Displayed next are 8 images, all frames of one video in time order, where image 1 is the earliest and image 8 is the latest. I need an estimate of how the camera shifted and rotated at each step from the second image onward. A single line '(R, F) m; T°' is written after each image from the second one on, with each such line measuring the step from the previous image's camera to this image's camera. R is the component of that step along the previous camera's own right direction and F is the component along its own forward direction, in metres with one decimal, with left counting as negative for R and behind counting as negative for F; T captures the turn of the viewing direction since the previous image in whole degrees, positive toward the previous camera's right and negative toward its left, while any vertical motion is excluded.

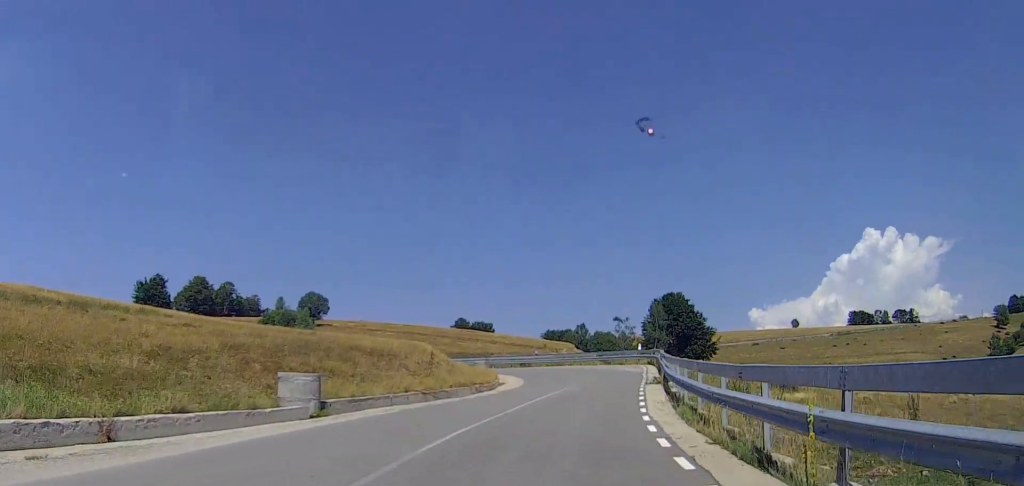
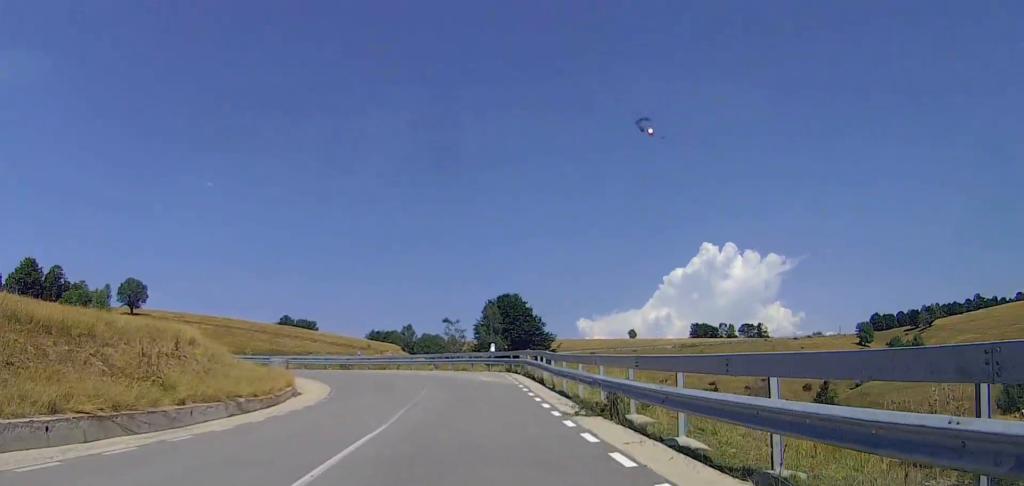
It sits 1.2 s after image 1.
(+2.2, +15.5) m; +11°
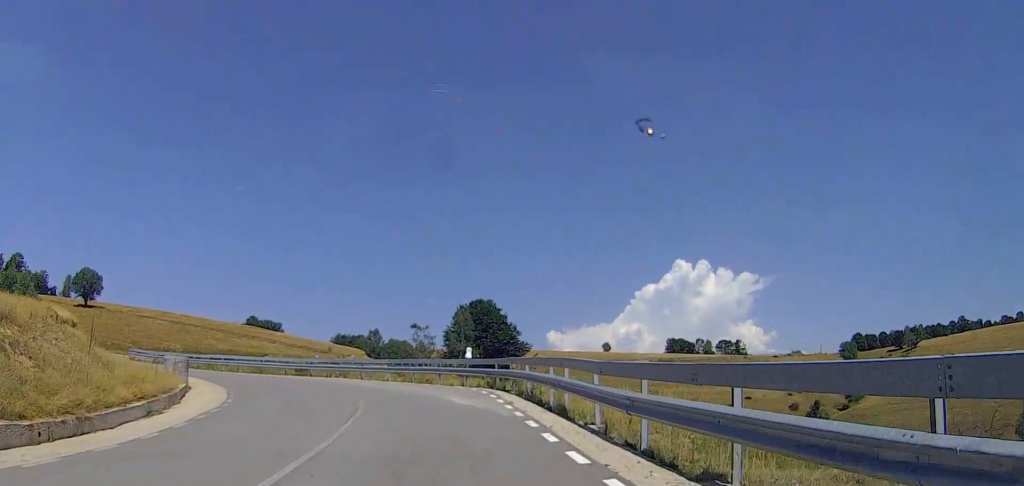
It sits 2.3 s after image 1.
(+0.7, +12.6) m; +3°
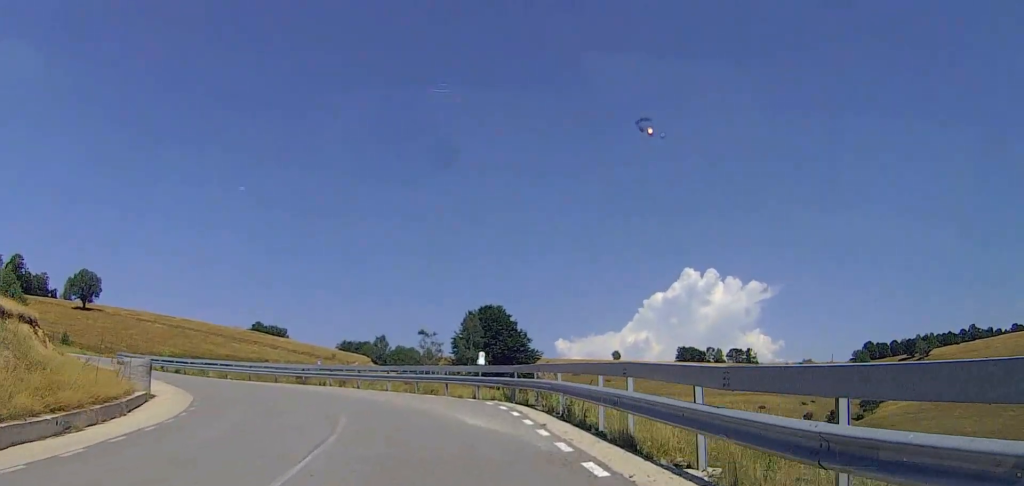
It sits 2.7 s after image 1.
(+0.5, +5.5) m; -1°
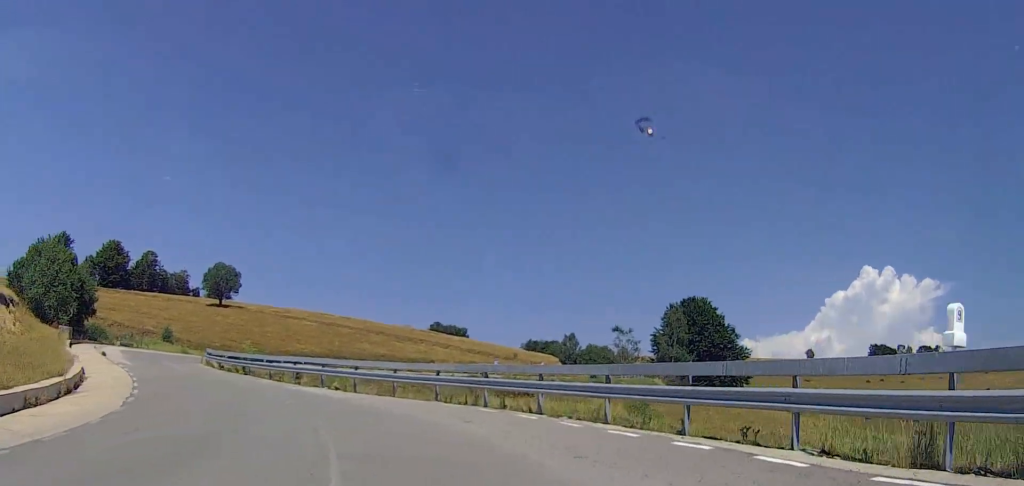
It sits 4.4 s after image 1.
(-3.5, +21.3) m; -17°
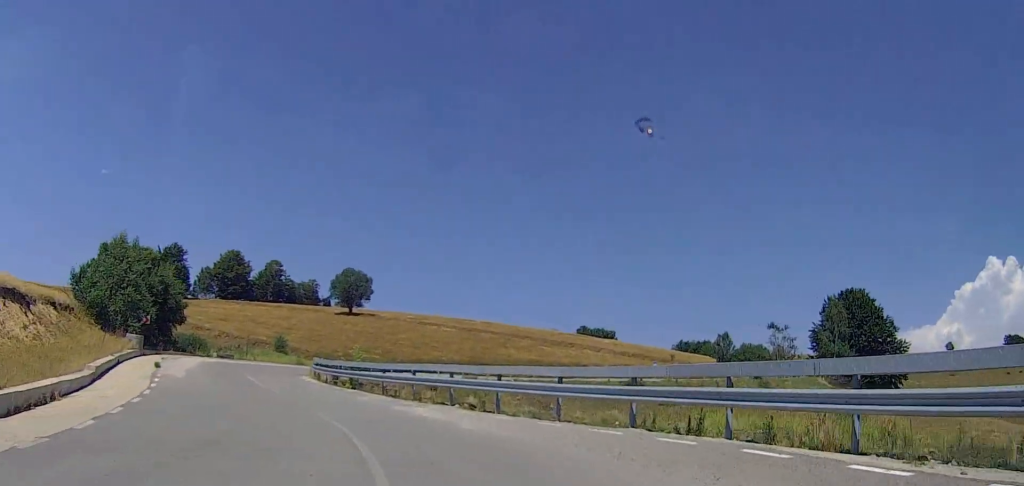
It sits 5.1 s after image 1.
(-0.5, +9.1) m; -7°
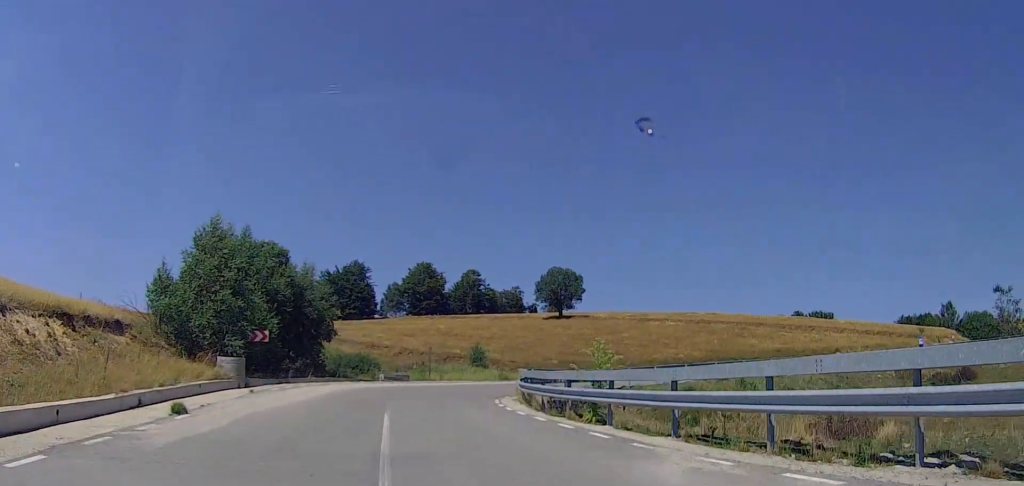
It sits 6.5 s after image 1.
(-1.5, +13.1) m; -10°
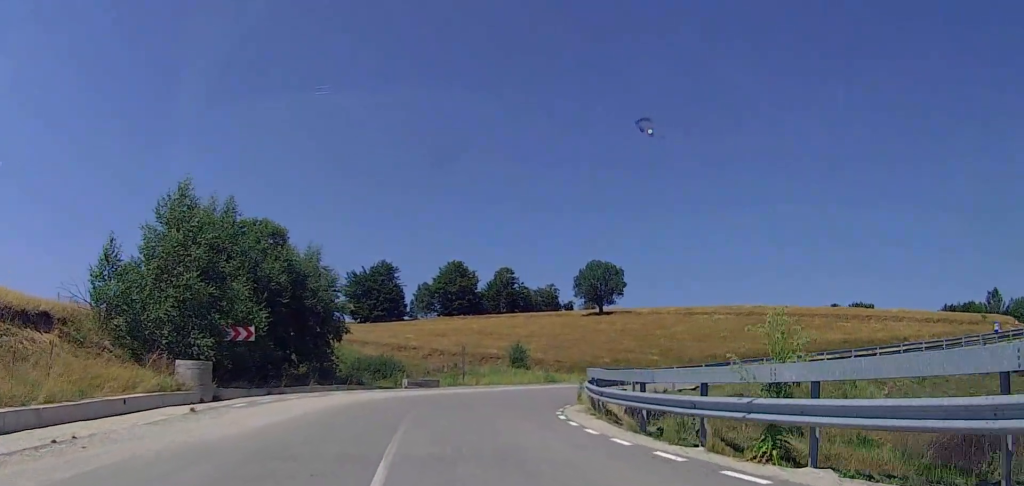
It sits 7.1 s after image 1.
(-0.2, +6.4) m; -2°
